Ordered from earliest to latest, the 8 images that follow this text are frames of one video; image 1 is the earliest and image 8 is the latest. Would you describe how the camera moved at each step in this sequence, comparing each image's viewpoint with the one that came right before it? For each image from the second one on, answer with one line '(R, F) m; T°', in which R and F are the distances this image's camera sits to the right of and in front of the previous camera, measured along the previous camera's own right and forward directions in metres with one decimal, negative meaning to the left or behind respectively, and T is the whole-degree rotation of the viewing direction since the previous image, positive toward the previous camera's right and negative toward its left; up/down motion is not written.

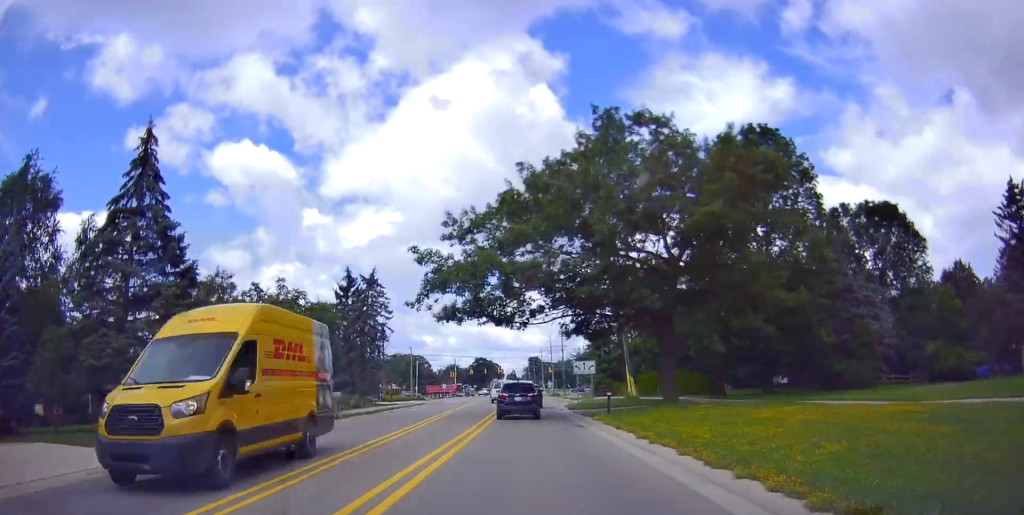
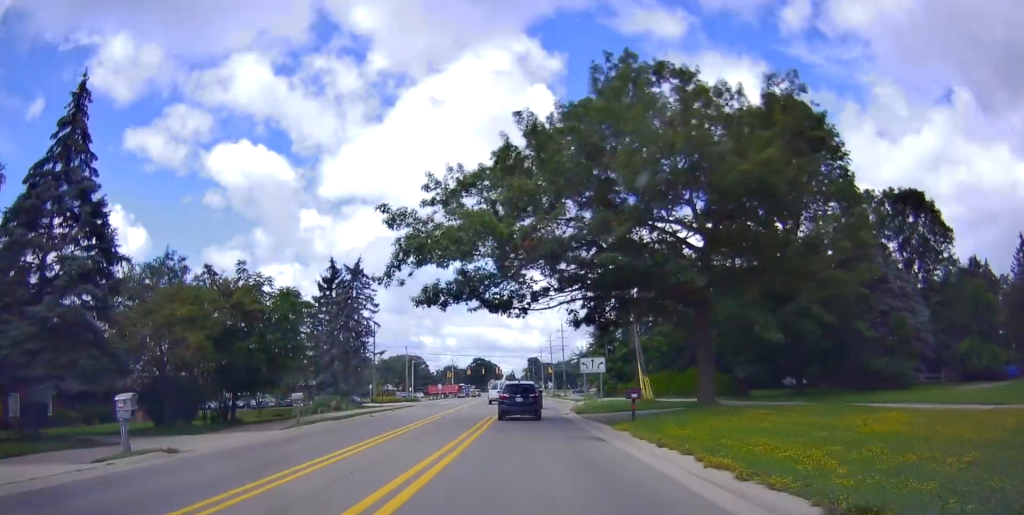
(+0.3, +5.1) m; 0°
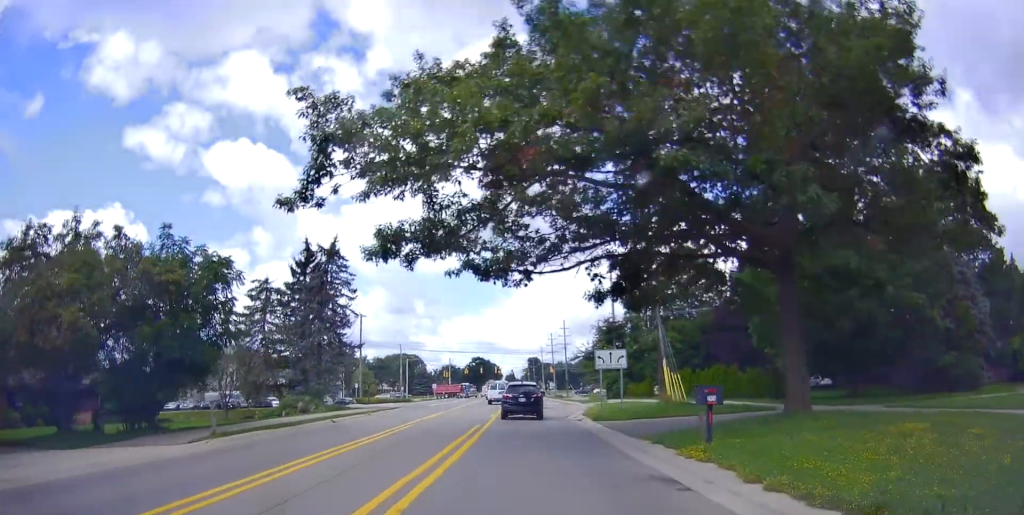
(0.0, +7.3) m; 0°
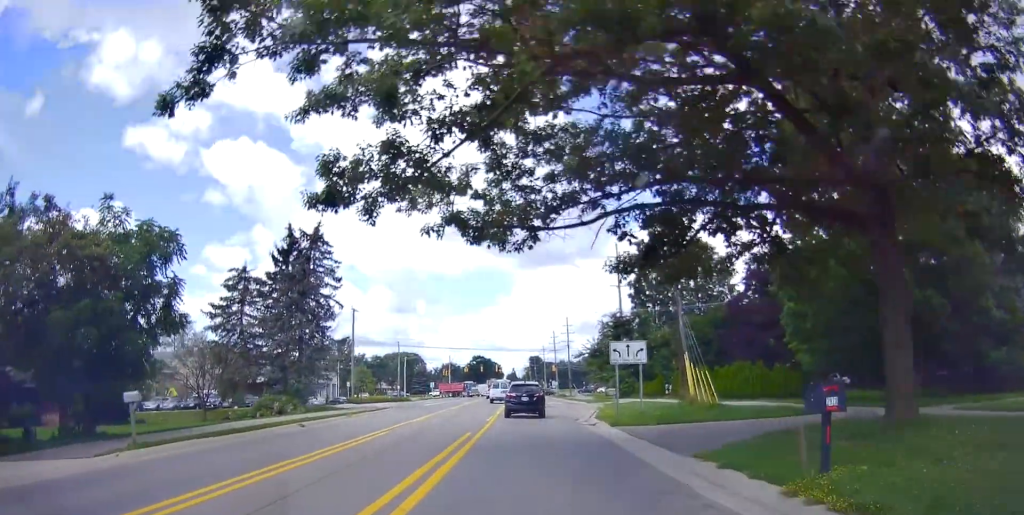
(-0.2, +4.4) m; 0°
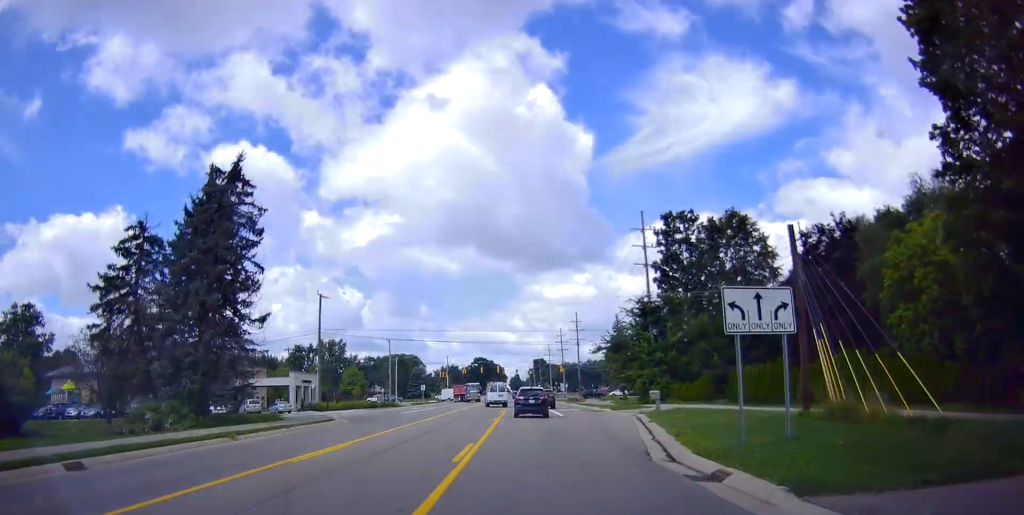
(+0.7, +14.4) m; +2°
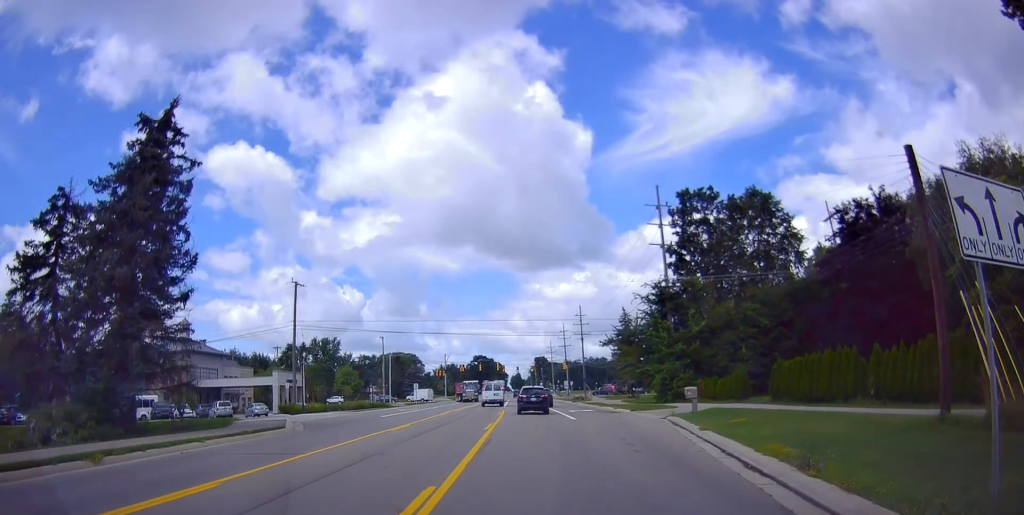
(0.0, +7.2) m; -2°
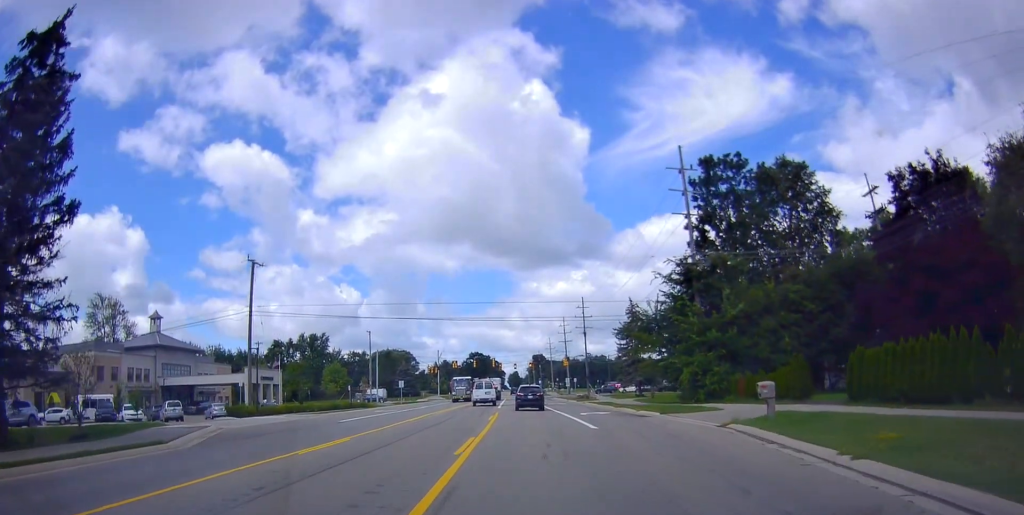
(-0.4, +8.3) m; 0°
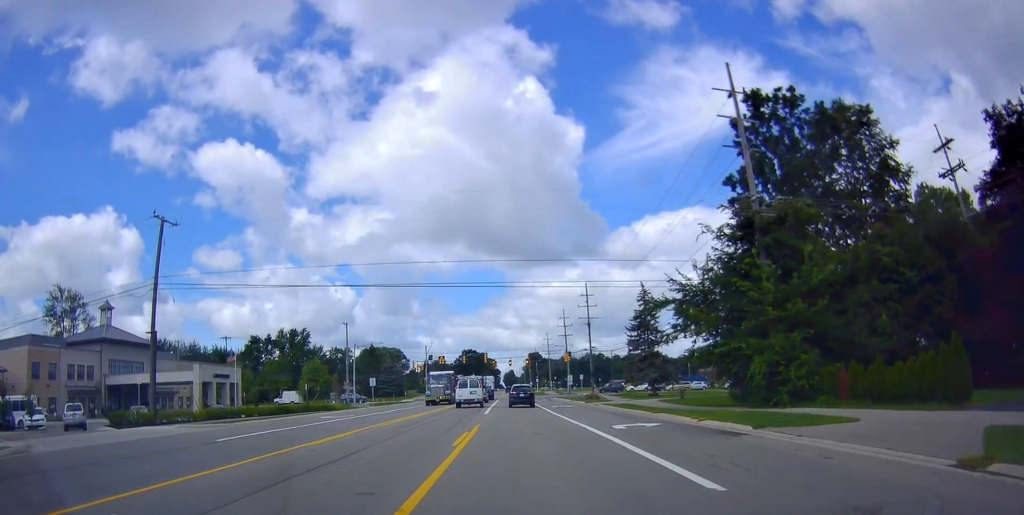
(+0.6, +11.4) m; +3°
